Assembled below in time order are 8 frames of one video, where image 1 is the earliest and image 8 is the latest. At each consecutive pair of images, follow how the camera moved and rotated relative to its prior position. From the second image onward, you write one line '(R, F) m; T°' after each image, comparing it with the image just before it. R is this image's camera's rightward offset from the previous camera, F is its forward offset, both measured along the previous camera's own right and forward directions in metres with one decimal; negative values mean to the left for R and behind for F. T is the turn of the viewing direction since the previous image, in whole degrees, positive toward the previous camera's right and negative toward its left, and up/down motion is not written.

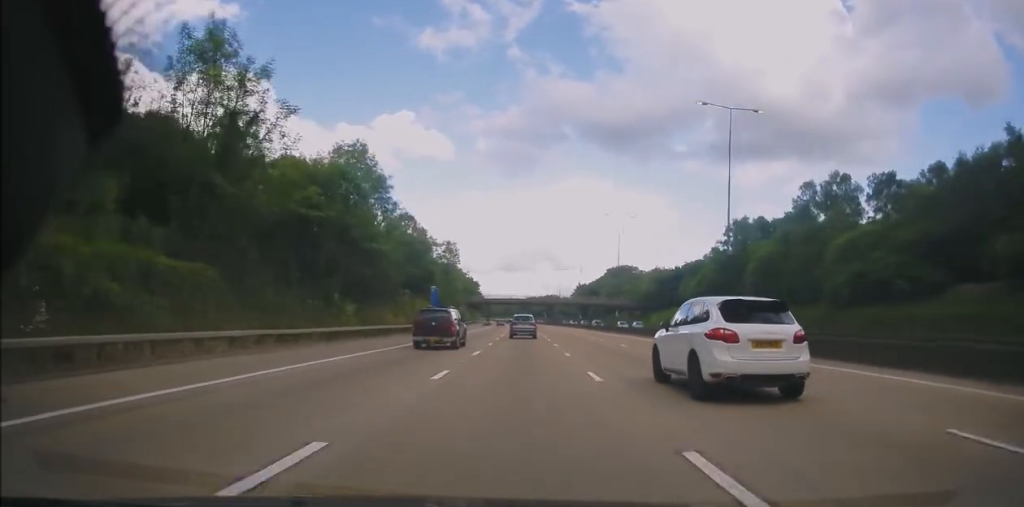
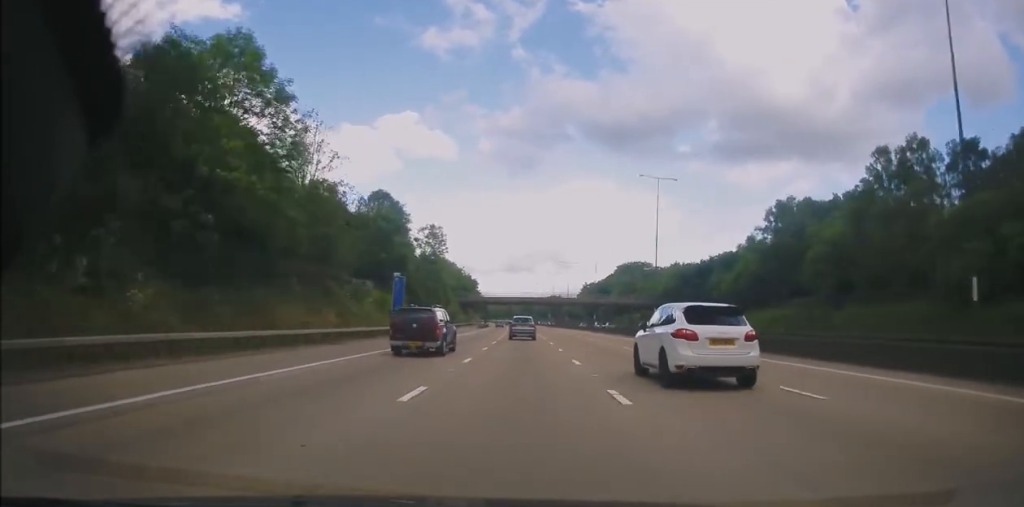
(-0.3, +21.3) m; 0°
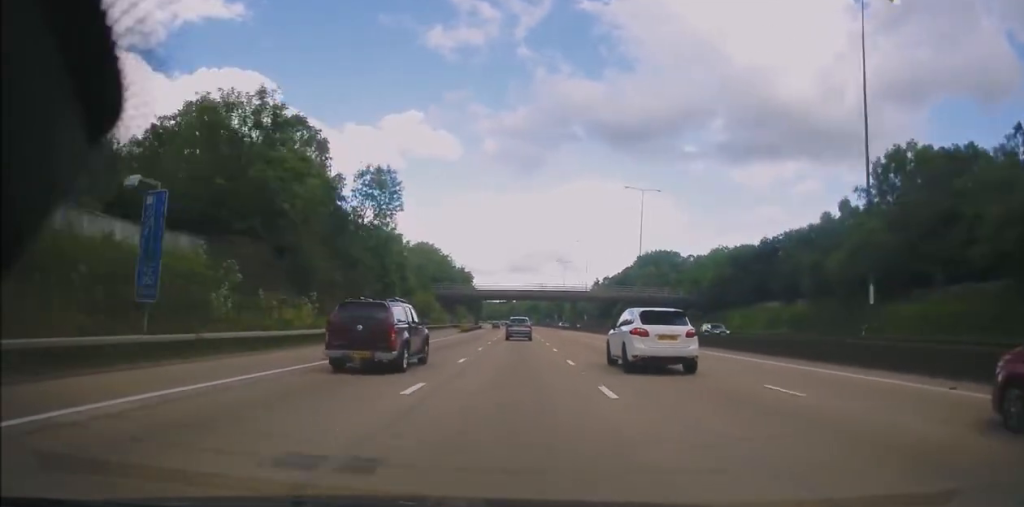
(+0.3, +35.1) m; 0°
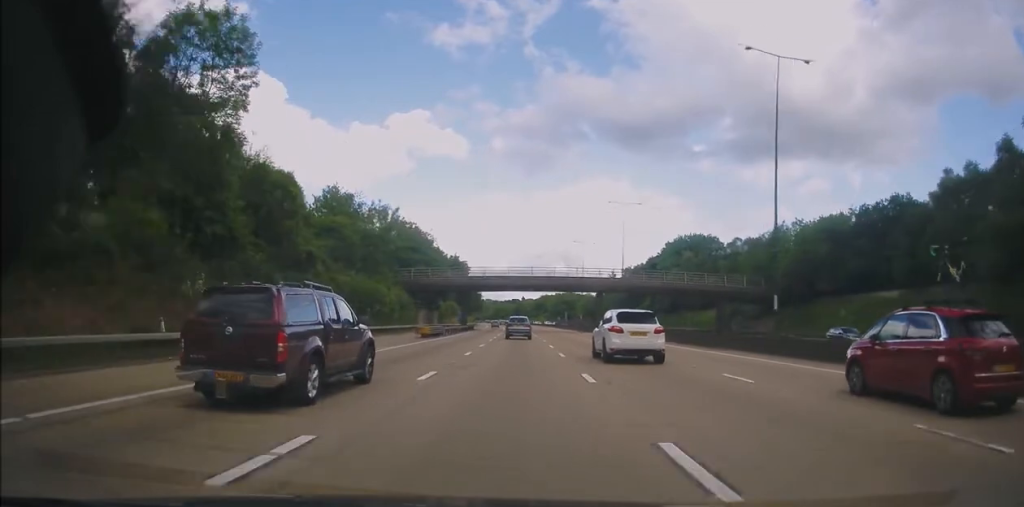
(-0.6, +32.3) m; -1°
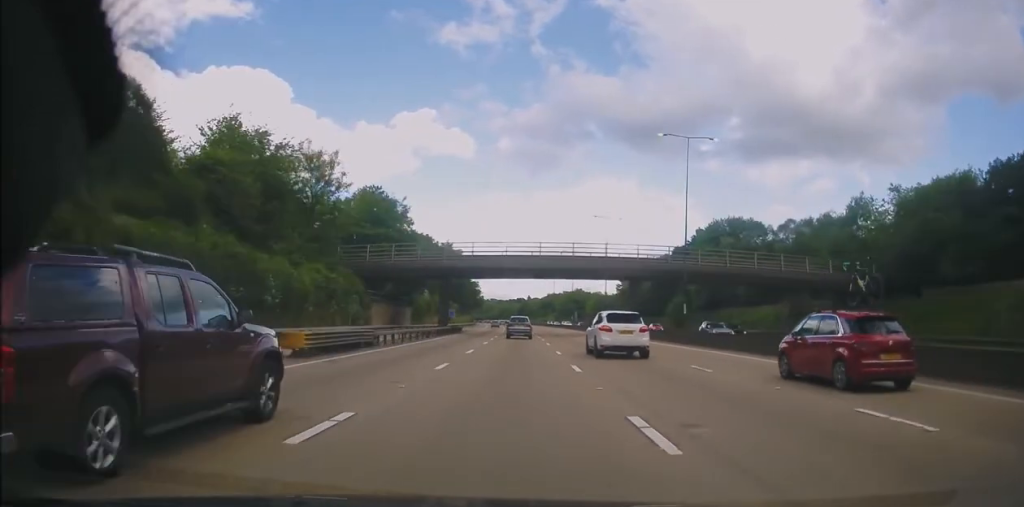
(-0.1, +25.0) m; -1°
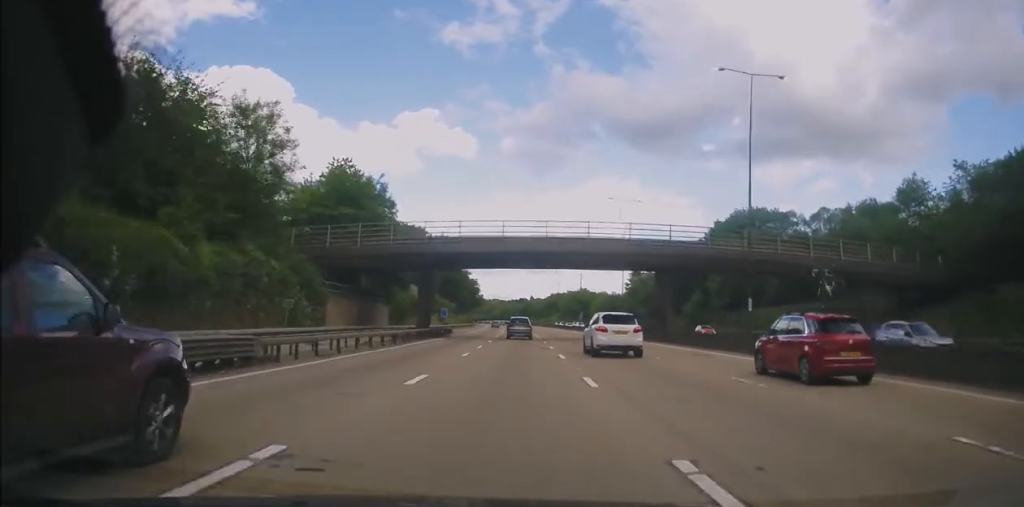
(-0.2, +12.1) m; 0°
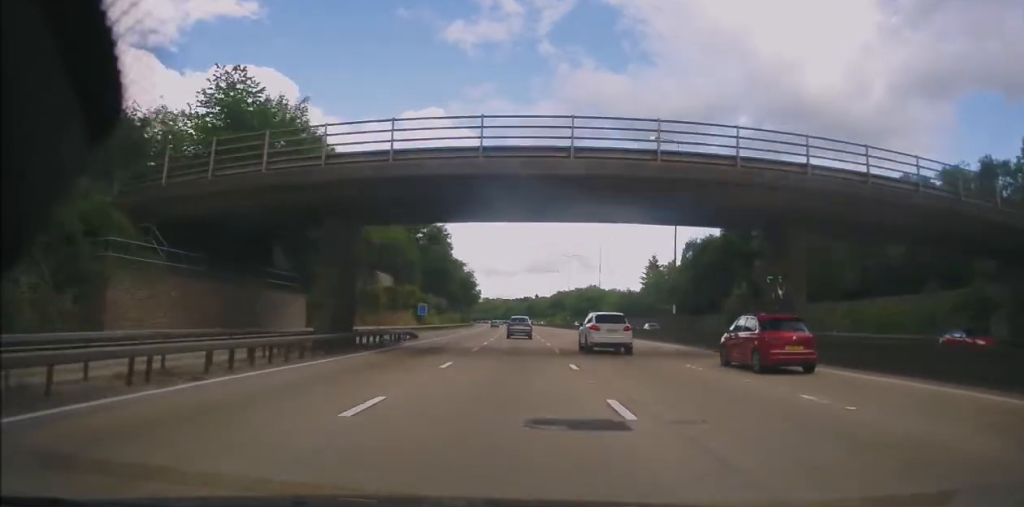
(-0.1, +22.3) m; 0°
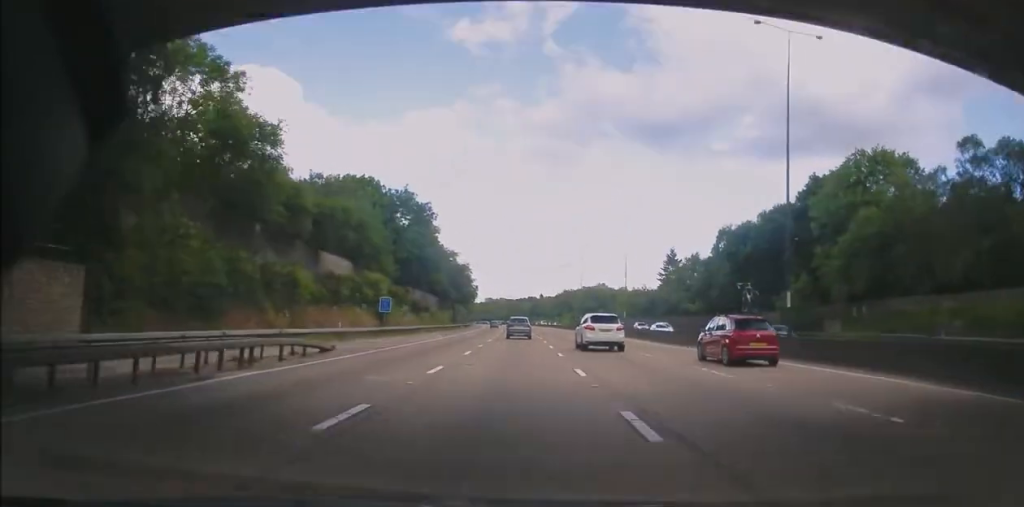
(+0.4, +19.5) m; 0°
